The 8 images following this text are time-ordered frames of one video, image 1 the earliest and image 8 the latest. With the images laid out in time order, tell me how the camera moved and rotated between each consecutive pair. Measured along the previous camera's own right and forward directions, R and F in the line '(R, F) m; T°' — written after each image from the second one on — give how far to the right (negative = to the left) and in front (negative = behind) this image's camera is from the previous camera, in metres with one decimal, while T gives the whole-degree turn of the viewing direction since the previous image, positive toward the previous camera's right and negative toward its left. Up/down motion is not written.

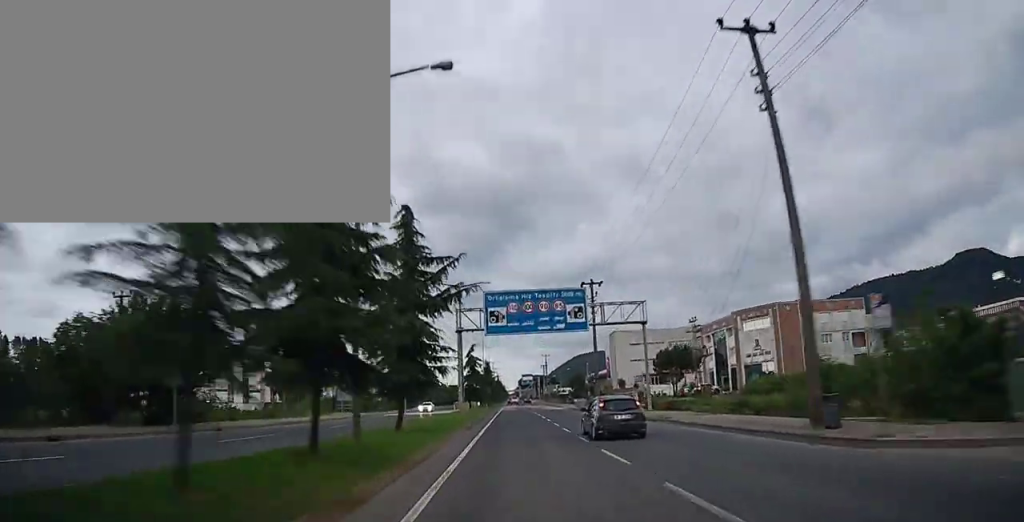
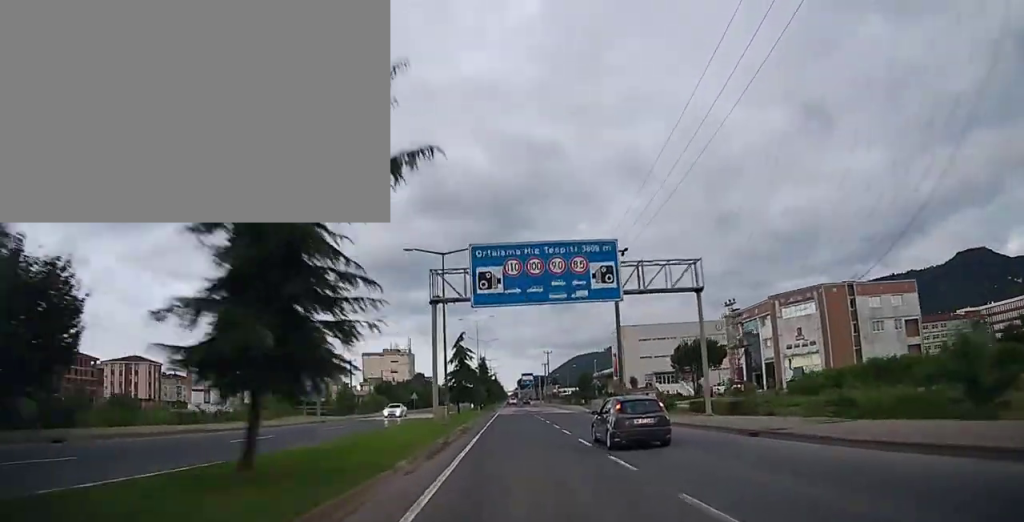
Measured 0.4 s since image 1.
(-0.1, +12.2) m; 0°
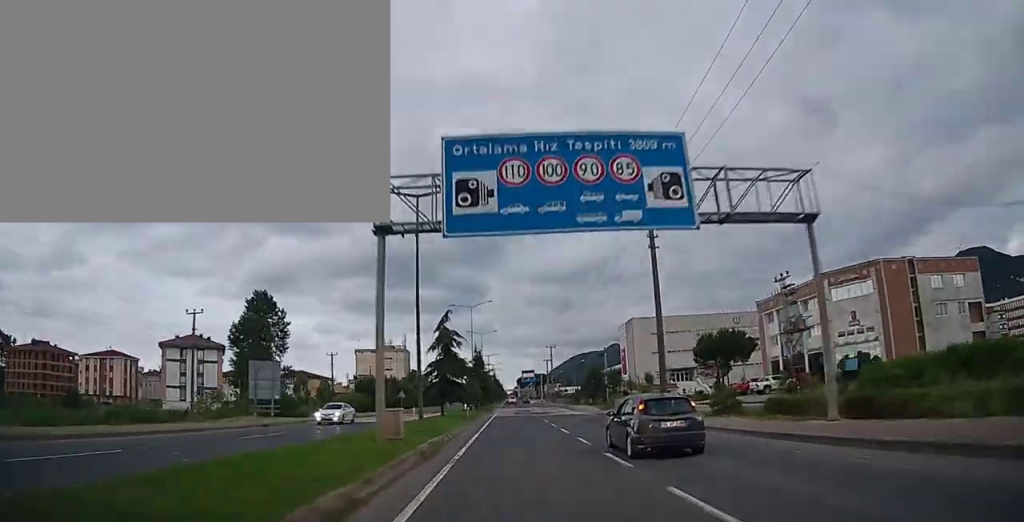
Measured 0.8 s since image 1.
(0.0, +11.3) m; 0°
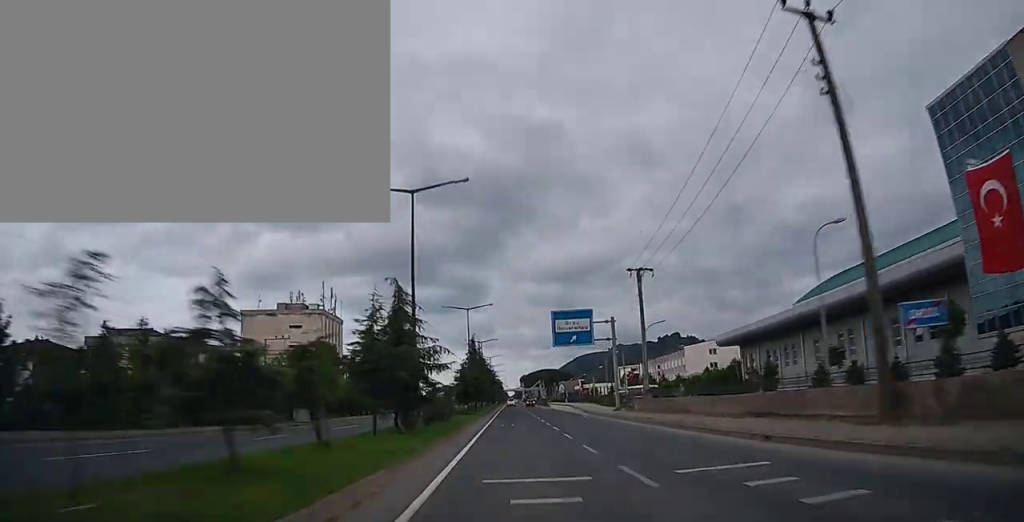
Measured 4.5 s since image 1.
(-0.8, +105.3) m; 0°
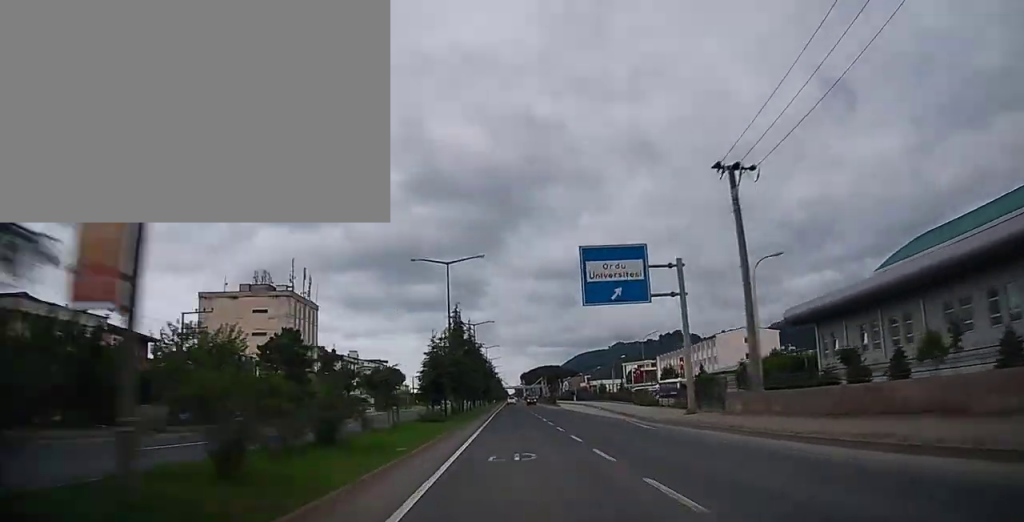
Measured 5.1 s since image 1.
(+0.1, +18.9) m; 0°
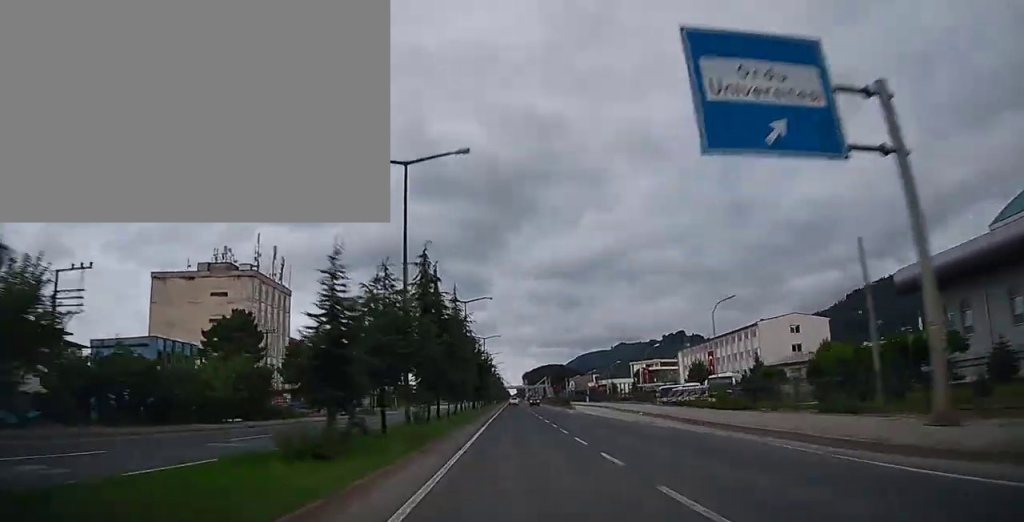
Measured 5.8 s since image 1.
(+0.1, +19.0) m; 0°
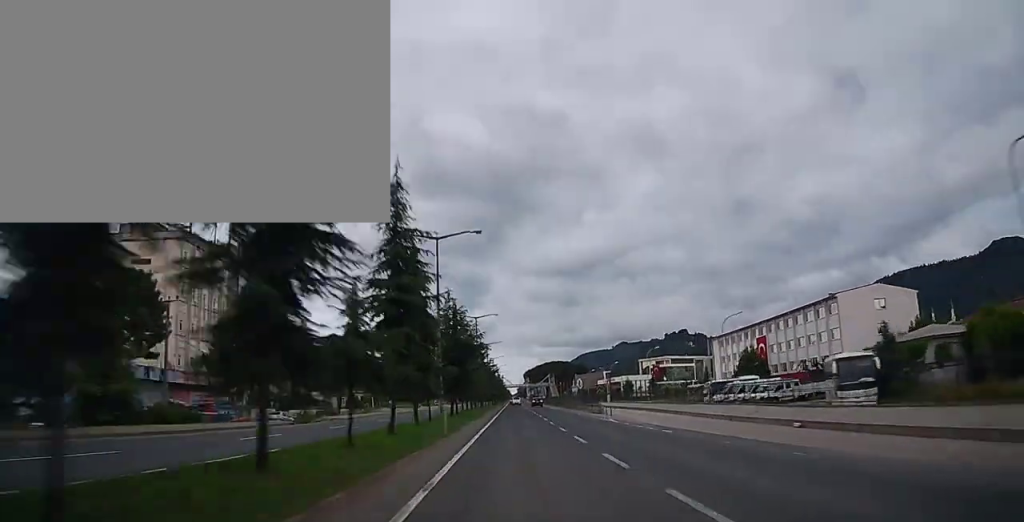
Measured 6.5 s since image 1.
(0.0, +23.1) m; 0°
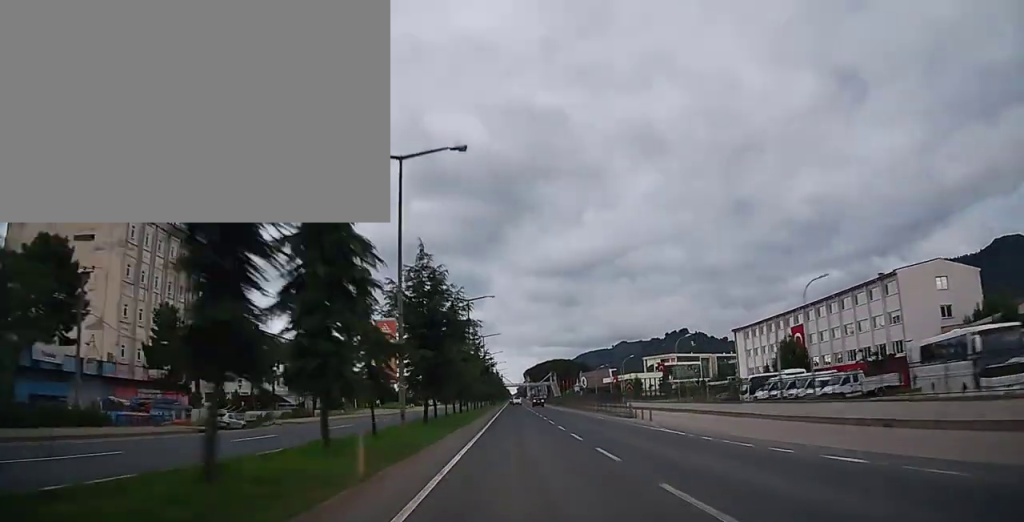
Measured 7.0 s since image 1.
(-0.1, +13.1) m; 0°
